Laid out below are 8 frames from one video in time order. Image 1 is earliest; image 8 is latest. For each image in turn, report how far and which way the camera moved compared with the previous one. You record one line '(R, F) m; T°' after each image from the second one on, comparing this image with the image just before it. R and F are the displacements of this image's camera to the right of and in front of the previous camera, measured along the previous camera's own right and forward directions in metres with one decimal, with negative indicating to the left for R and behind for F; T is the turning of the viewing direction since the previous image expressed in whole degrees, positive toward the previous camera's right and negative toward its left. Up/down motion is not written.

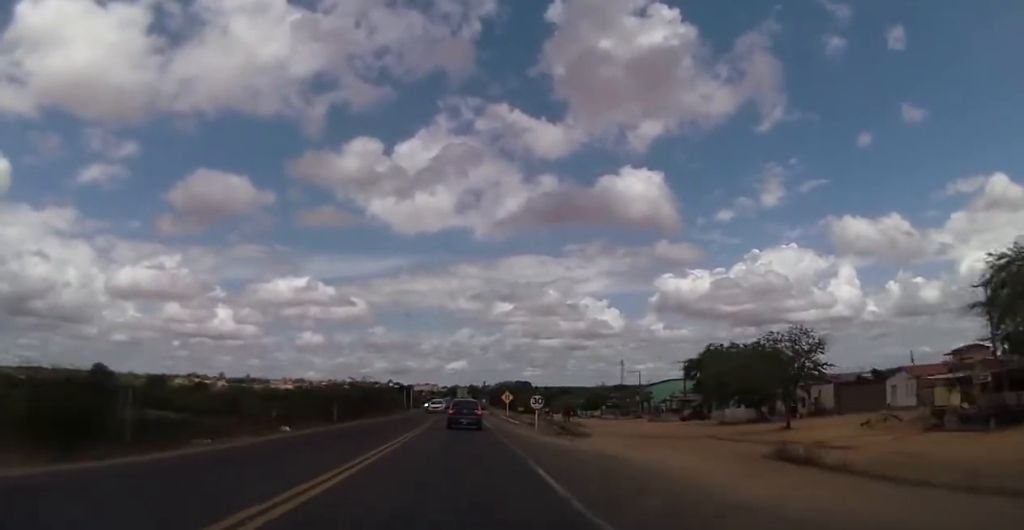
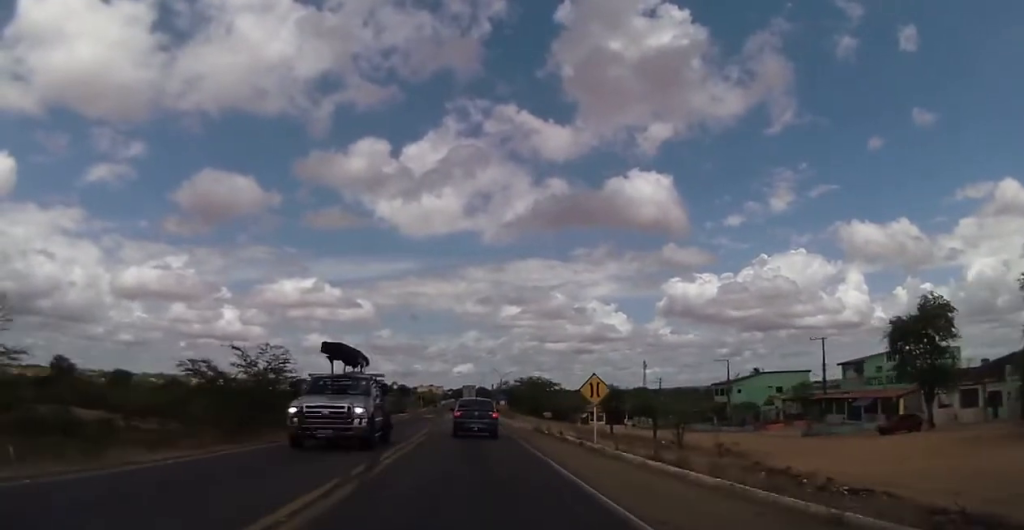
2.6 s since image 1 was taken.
(-0.5, +49.8) m; -2°
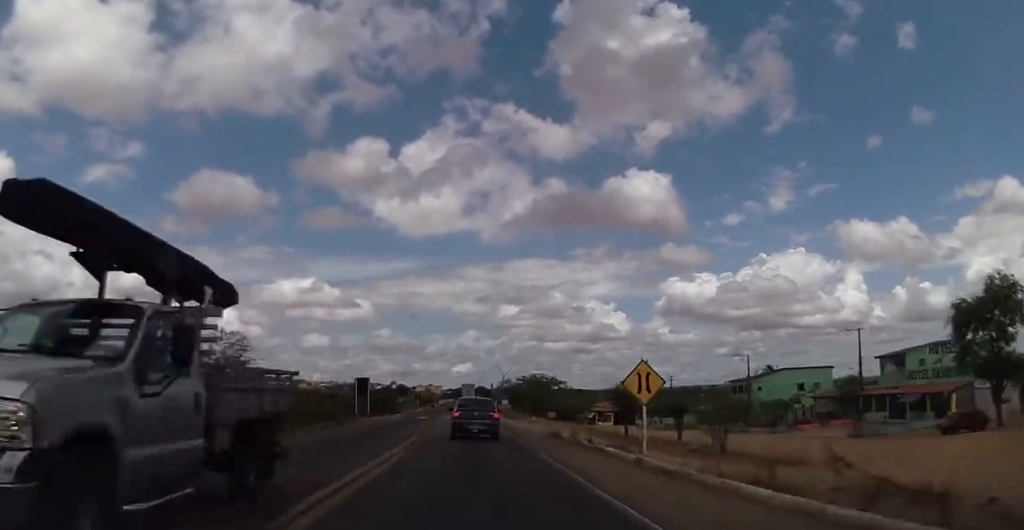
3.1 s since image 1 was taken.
(-0.4, +8.7) m; 0°
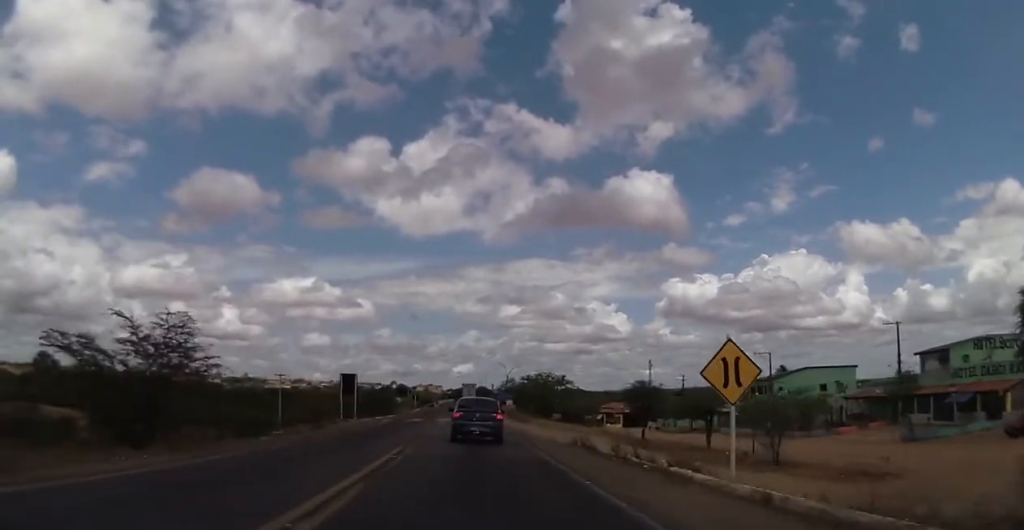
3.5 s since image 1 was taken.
(0.0, +7.6) m; +1°
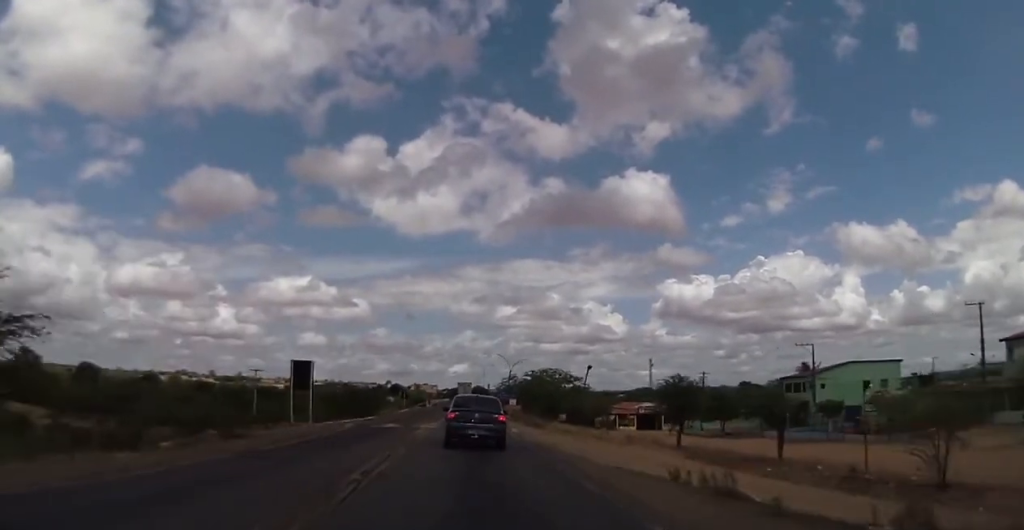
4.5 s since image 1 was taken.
(+0.6, +14.4) m; +2°
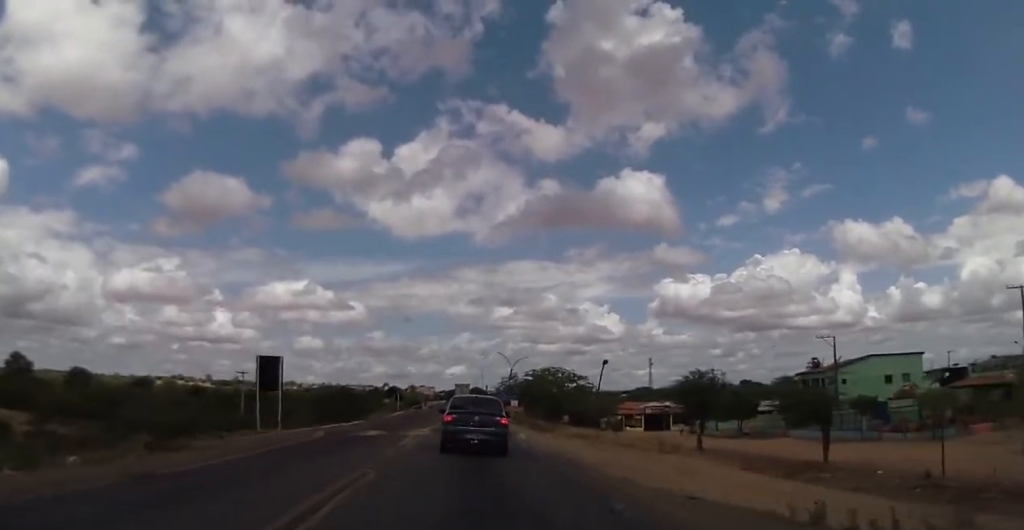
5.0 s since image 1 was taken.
(0.0, +6.1) m; -1°
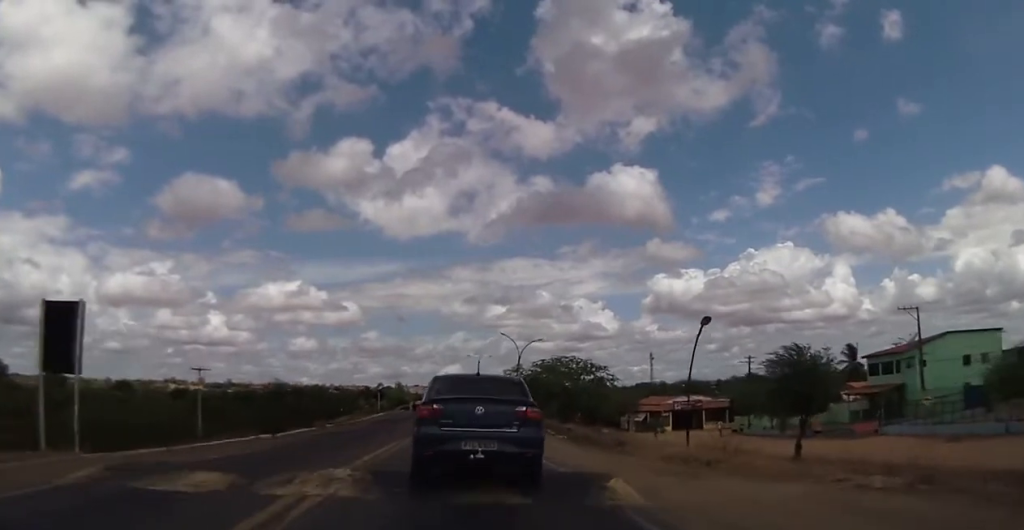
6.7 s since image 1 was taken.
(-0.6, +18.4) m; -1°
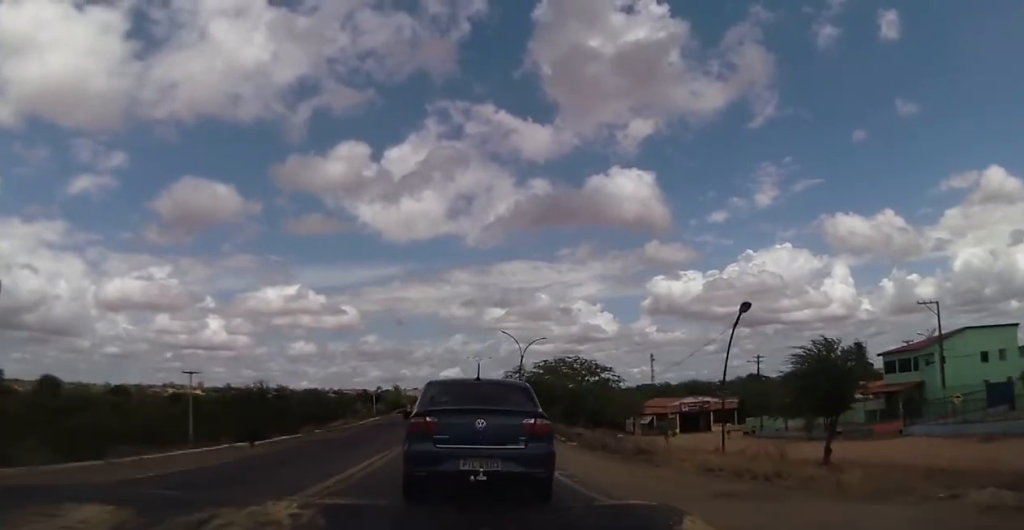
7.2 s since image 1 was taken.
(-0.2, +4.3) m; +2°
